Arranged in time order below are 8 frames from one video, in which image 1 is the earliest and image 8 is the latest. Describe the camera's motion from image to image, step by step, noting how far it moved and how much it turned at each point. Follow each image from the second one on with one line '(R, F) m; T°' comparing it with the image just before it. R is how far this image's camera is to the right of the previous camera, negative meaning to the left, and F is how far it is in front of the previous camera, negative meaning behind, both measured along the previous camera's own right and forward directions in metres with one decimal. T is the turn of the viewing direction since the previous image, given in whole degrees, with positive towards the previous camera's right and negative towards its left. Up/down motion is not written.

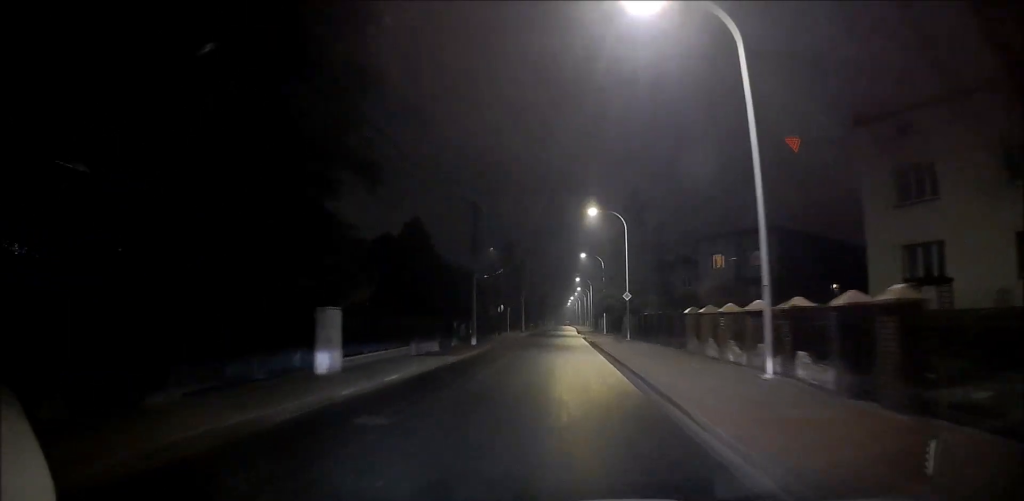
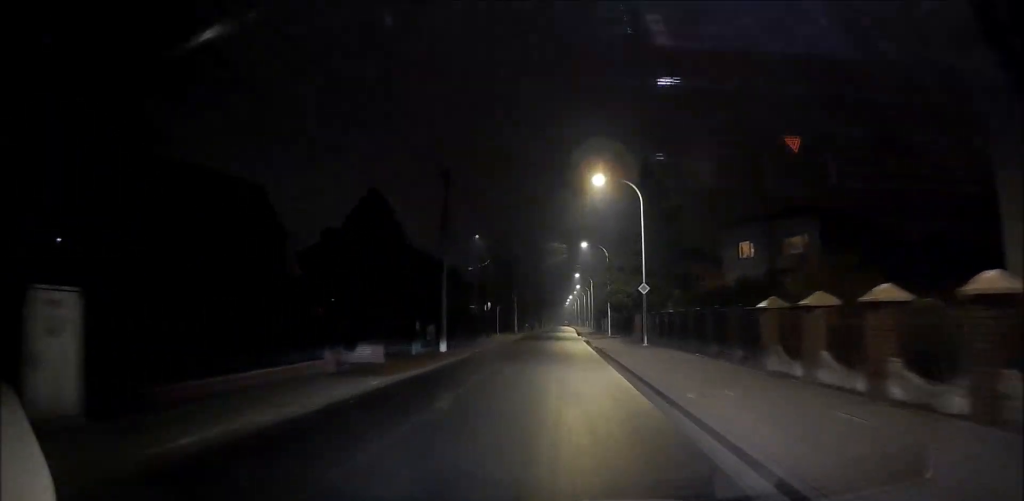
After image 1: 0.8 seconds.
(+0.2, +8.5) m; +1°
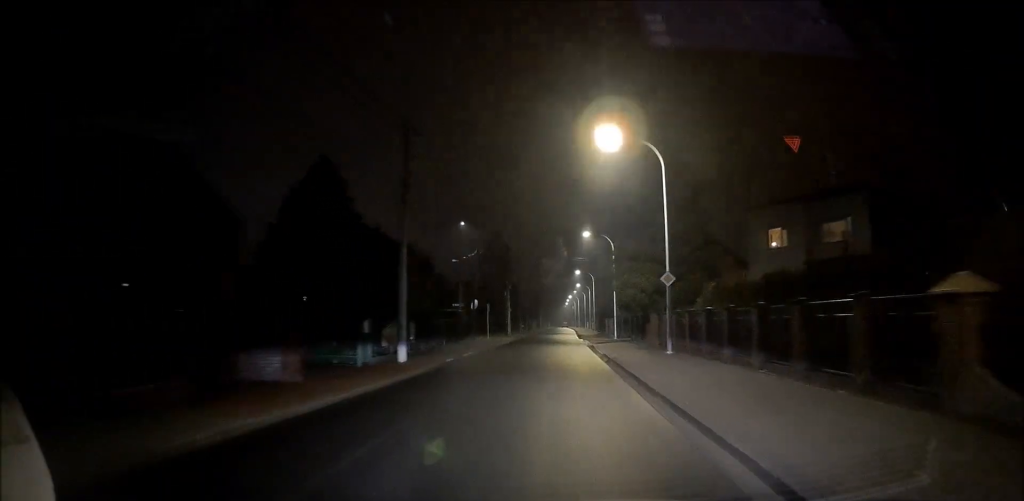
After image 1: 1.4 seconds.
(+0.1, +6.8) m; +1°
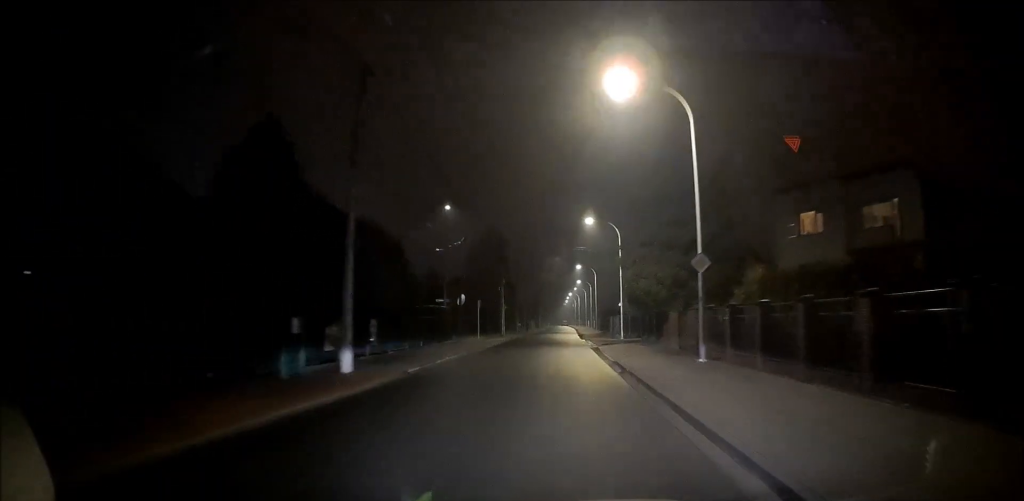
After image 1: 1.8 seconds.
(0.0, +5.3) m; 0°
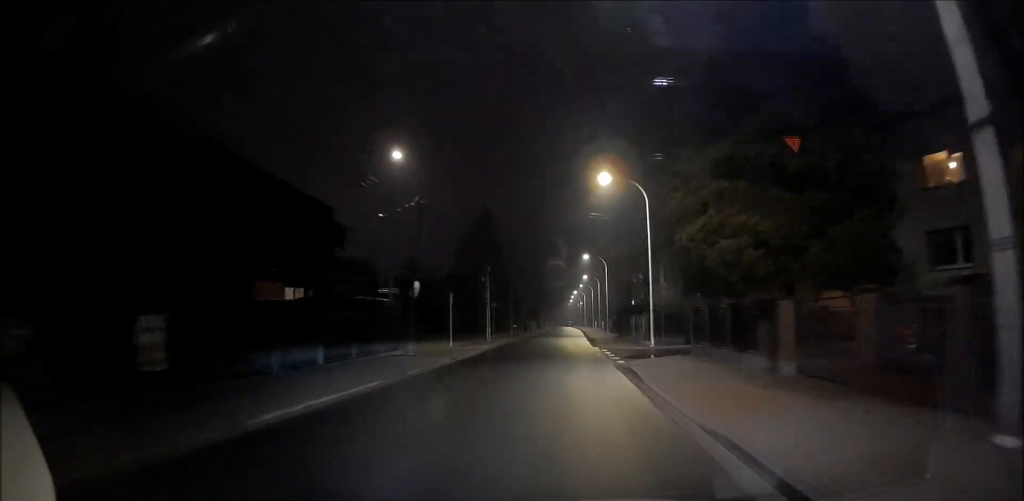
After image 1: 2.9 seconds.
(0.0, +12.2) m; 0°
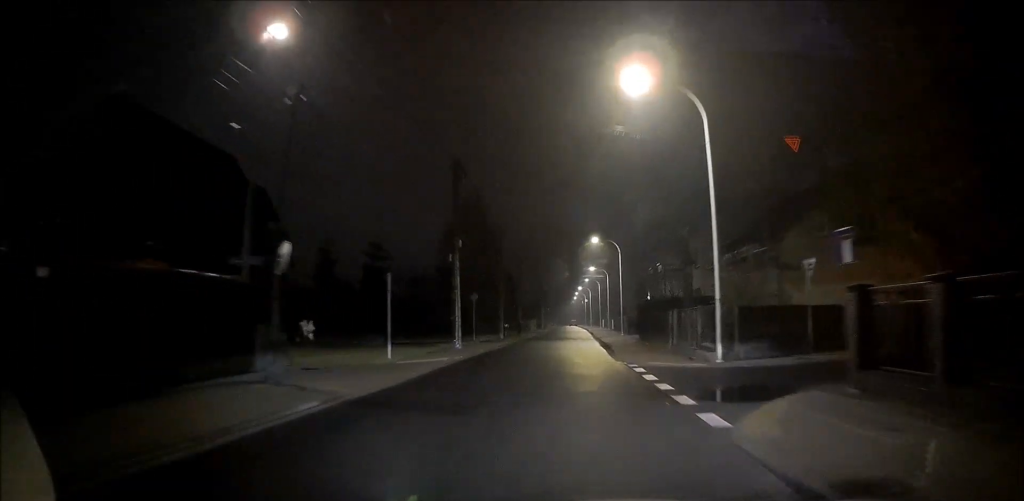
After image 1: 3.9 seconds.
(0.0, +11.9) m; 0°
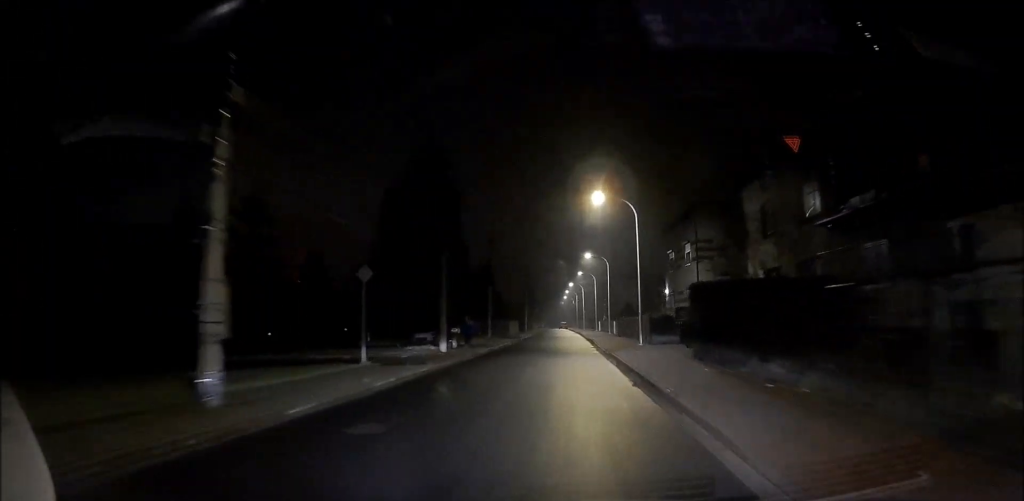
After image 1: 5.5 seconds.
(0.0, +17.7) m; 0°
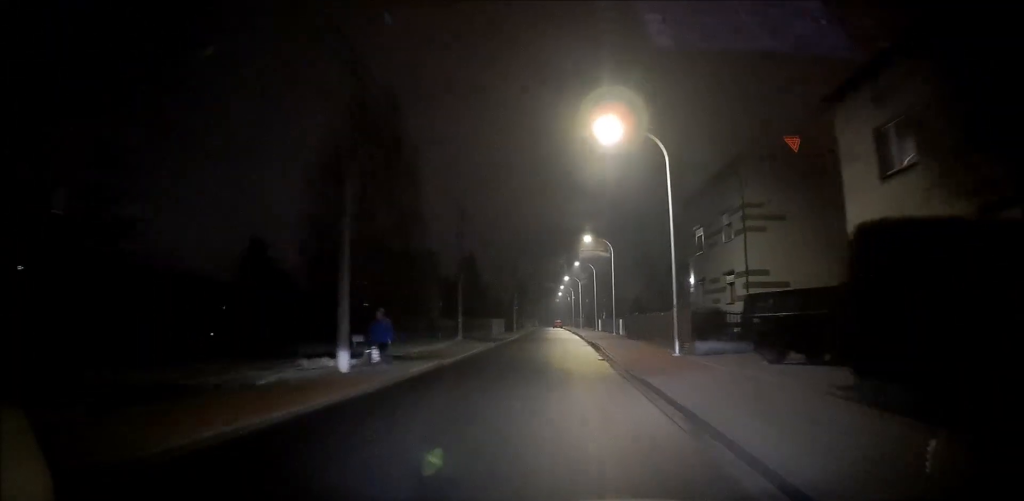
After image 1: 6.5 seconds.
(0.0, +11.6) m; 0°
